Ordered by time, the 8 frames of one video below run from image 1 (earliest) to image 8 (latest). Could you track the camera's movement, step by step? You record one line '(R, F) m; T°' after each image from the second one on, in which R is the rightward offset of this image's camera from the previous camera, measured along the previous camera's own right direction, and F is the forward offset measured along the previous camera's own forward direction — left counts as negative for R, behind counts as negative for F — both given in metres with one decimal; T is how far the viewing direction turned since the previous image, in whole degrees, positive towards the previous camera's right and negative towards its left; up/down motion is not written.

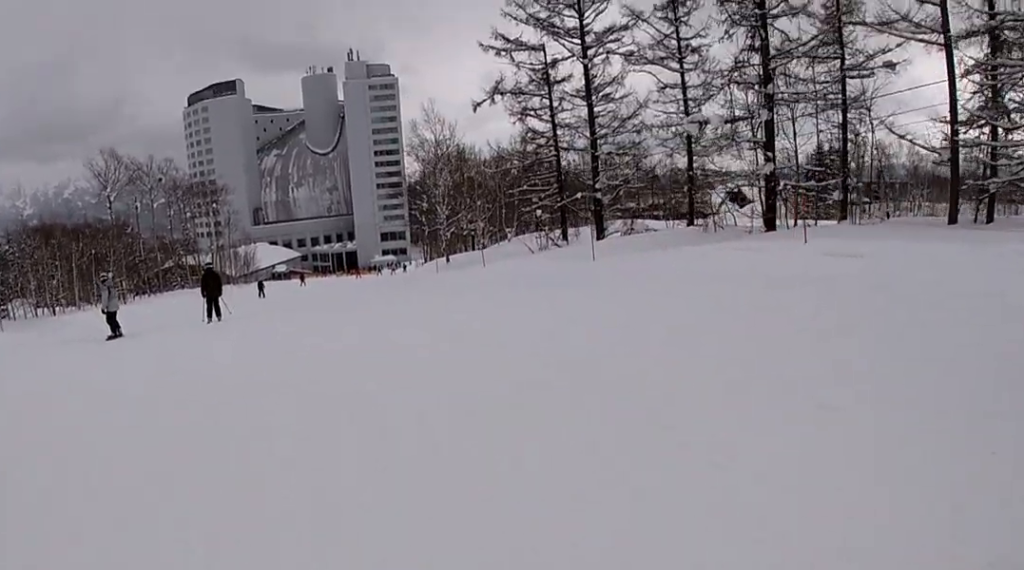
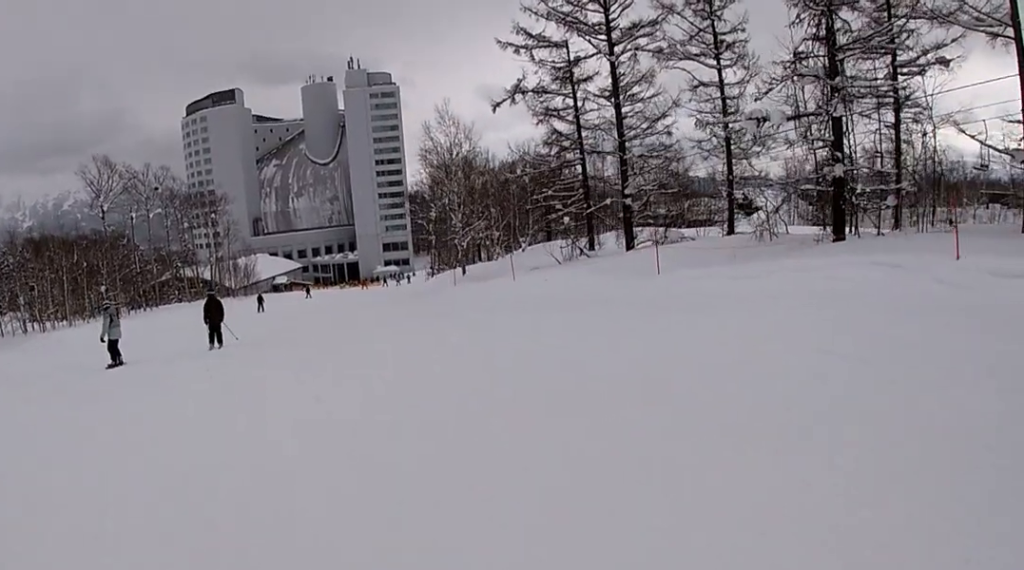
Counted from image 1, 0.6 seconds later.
(+0.2, +3.8) m; +1°
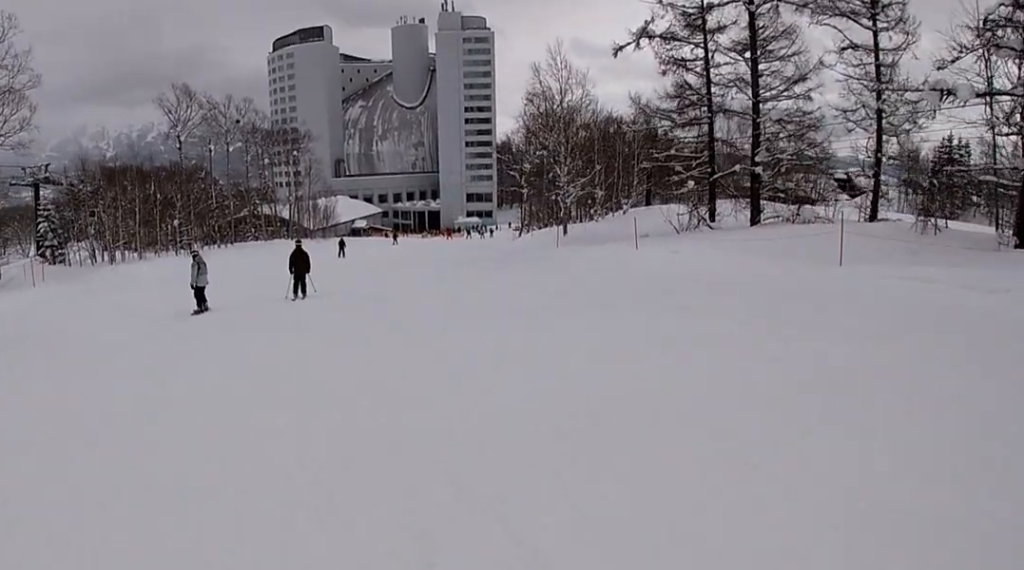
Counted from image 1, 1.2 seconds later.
(+0.3, +4.2) m; 0°
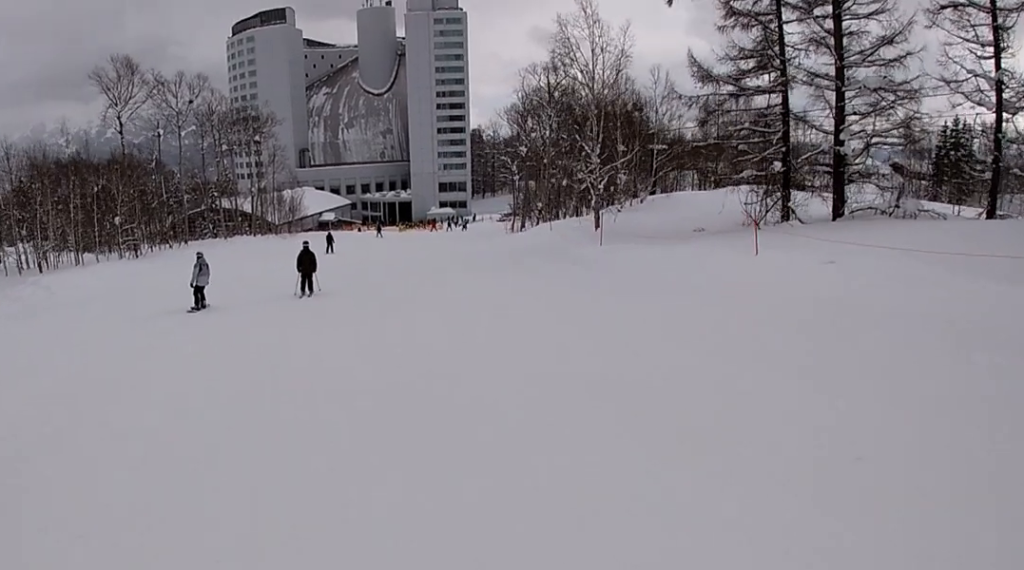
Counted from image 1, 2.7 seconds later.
(-0.2, +9.9) m; 0°
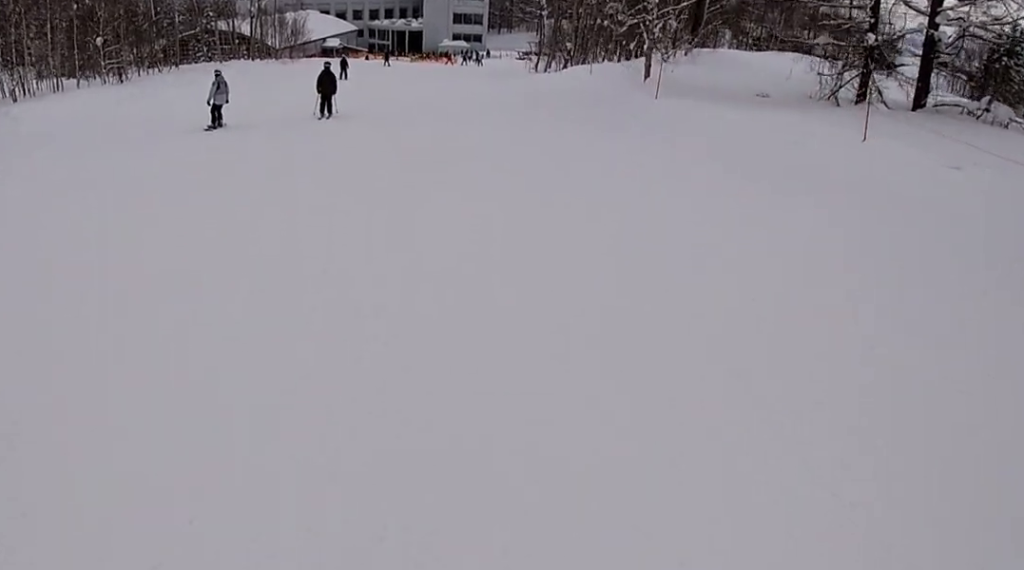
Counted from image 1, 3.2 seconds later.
(+0.2, +3.3) m; 0°
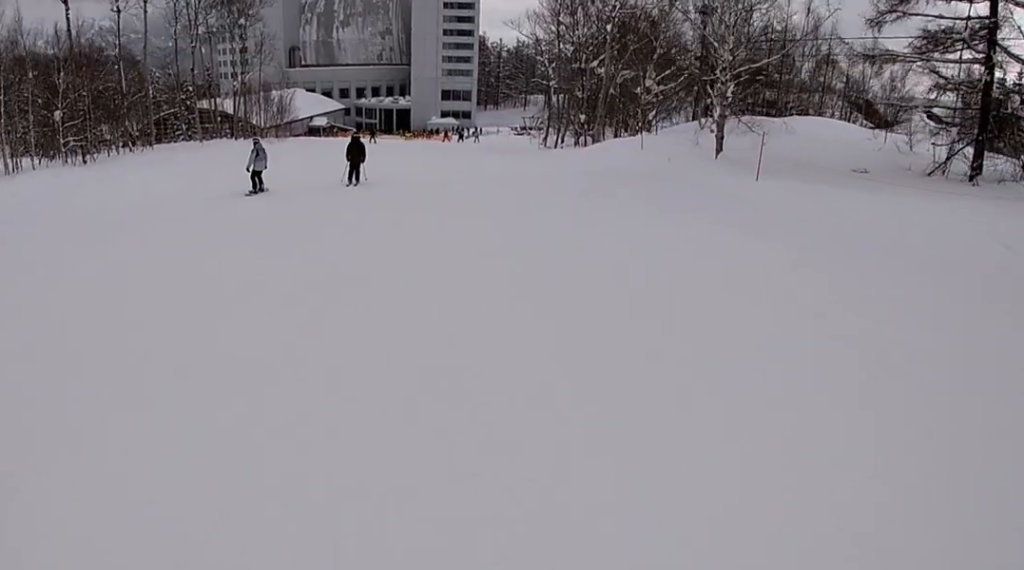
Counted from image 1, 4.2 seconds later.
(-0.5, +7.3) m; -3°
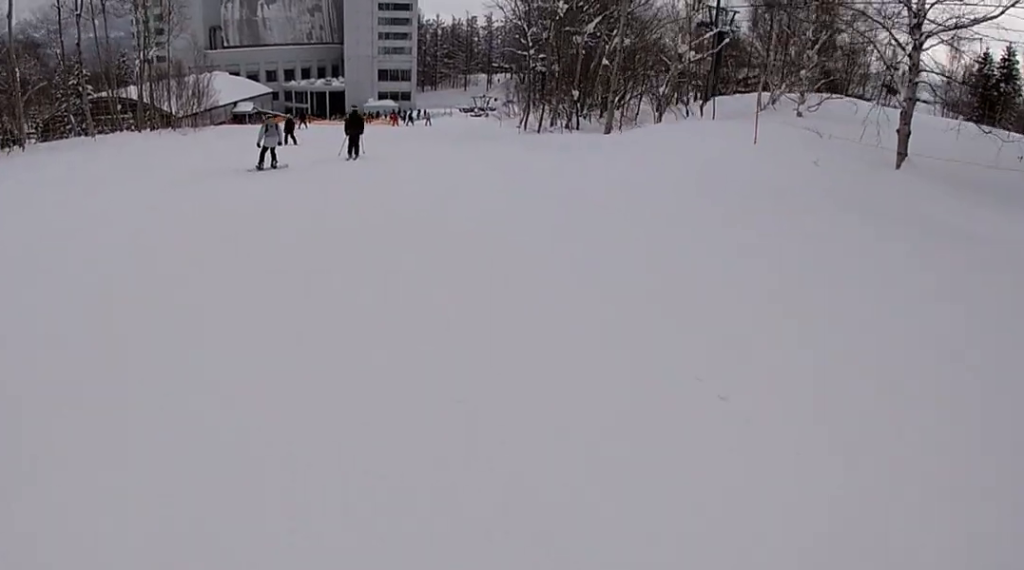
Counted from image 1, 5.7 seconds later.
(+1.4, +11.7) m; +9°
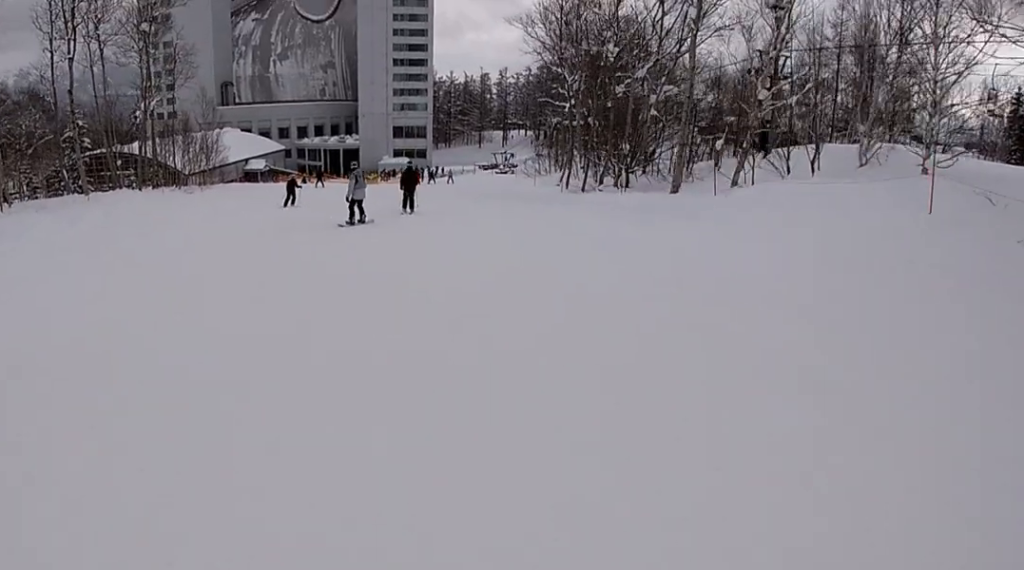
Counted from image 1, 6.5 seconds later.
(+0.1, +5.7) m; -3°
